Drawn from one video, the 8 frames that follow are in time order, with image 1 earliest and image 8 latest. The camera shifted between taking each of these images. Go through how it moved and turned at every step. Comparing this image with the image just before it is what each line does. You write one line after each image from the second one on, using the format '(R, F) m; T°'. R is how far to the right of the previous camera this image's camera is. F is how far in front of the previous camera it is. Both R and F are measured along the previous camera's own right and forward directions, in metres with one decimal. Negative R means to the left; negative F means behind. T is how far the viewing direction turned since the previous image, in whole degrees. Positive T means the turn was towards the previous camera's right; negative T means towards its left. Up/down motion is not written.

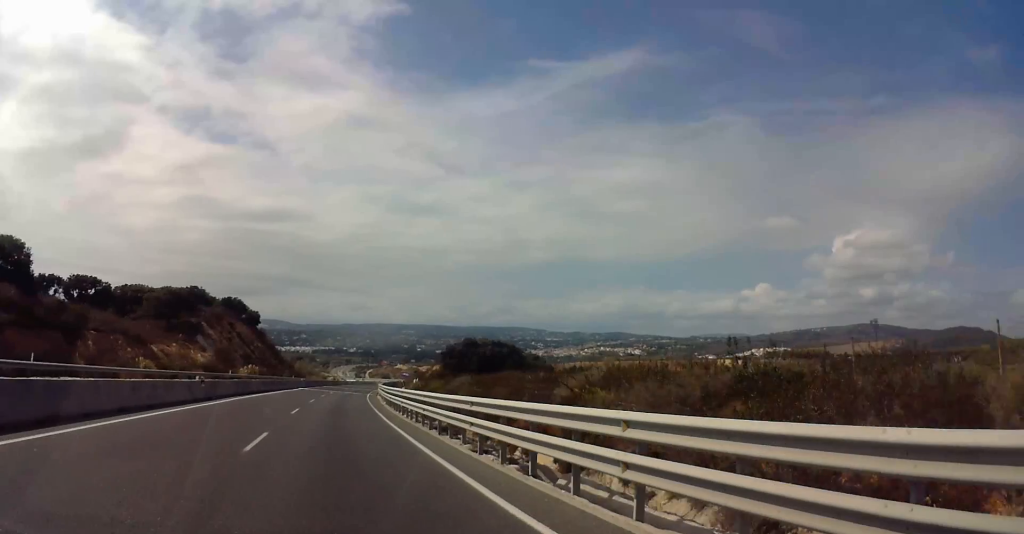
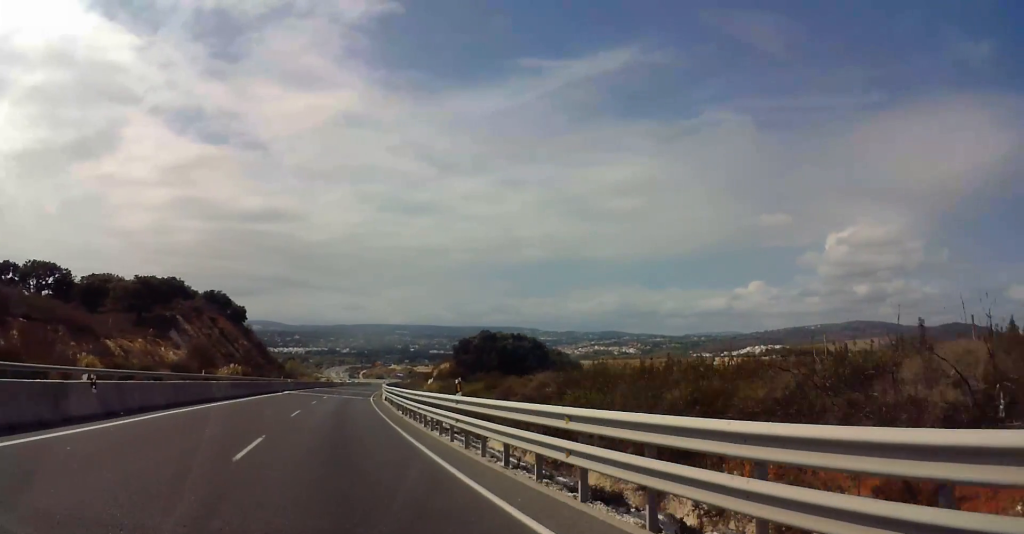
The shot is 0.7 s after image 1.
(-0.3, +14.7) m; 0°
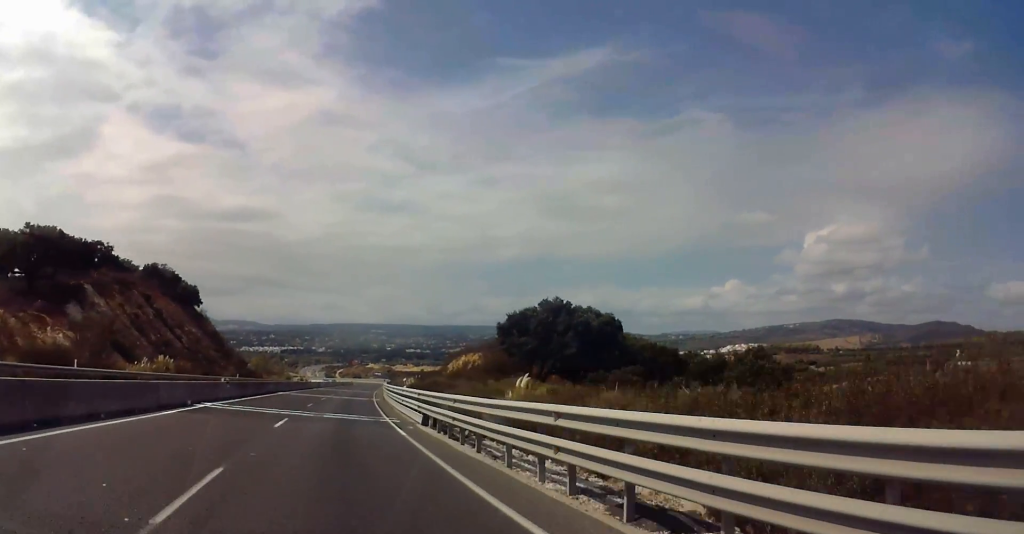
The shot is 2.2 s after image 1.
(+0.3, +32.0) m; +2°
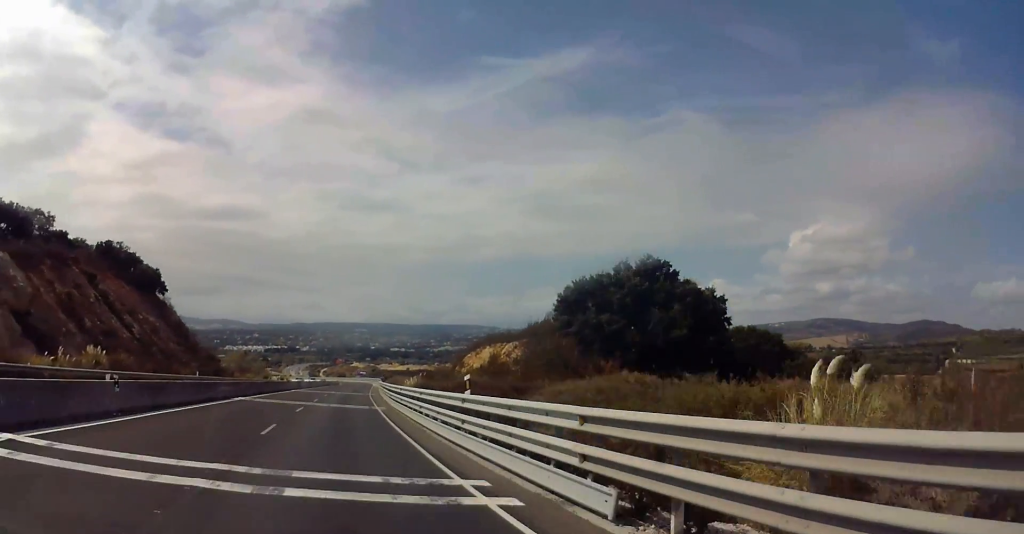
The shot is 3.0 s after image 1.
(0.0, +17.3) m; +2°
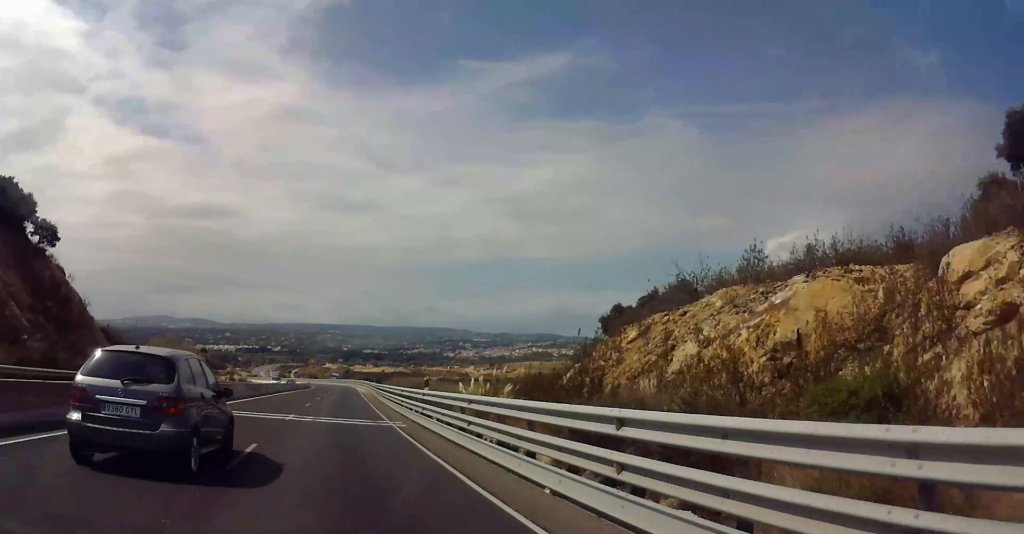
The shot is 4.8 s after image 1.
(+2.5, +40.6) m; +5°
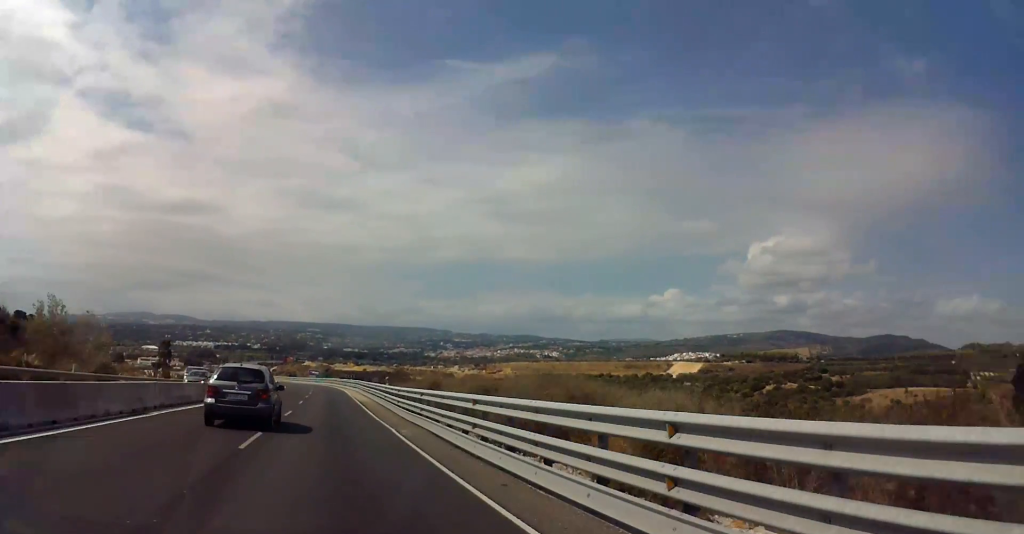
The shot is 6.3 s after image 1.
(+0.2, +32.1) m; 0°
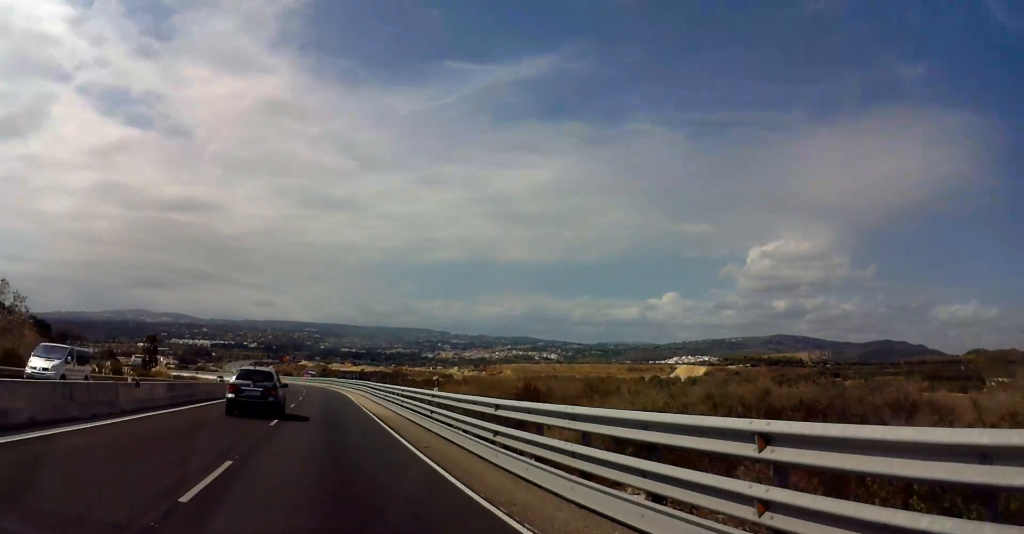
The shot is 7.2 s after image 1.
(0.0, +18.0) m; 0°
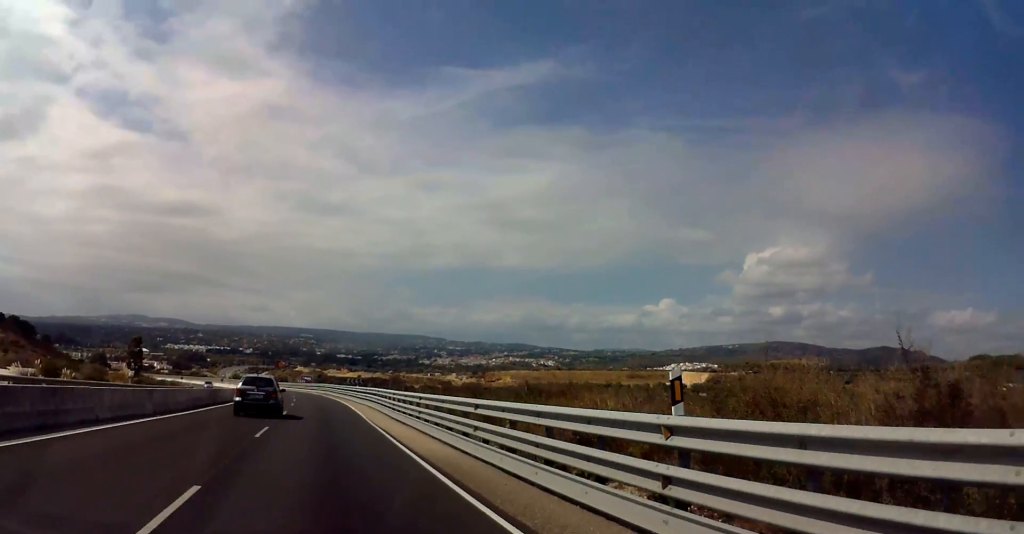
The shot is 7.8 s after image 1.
(0.0, +14.5) m; -1°
